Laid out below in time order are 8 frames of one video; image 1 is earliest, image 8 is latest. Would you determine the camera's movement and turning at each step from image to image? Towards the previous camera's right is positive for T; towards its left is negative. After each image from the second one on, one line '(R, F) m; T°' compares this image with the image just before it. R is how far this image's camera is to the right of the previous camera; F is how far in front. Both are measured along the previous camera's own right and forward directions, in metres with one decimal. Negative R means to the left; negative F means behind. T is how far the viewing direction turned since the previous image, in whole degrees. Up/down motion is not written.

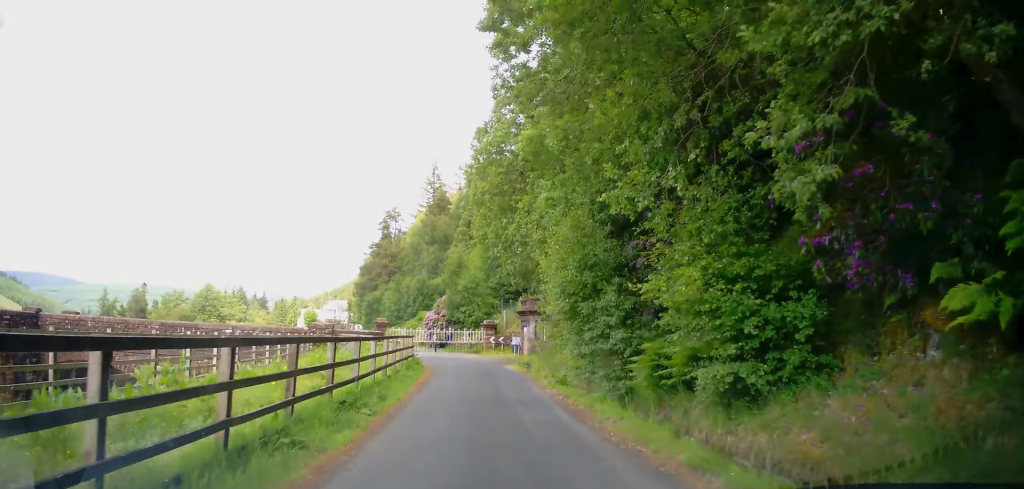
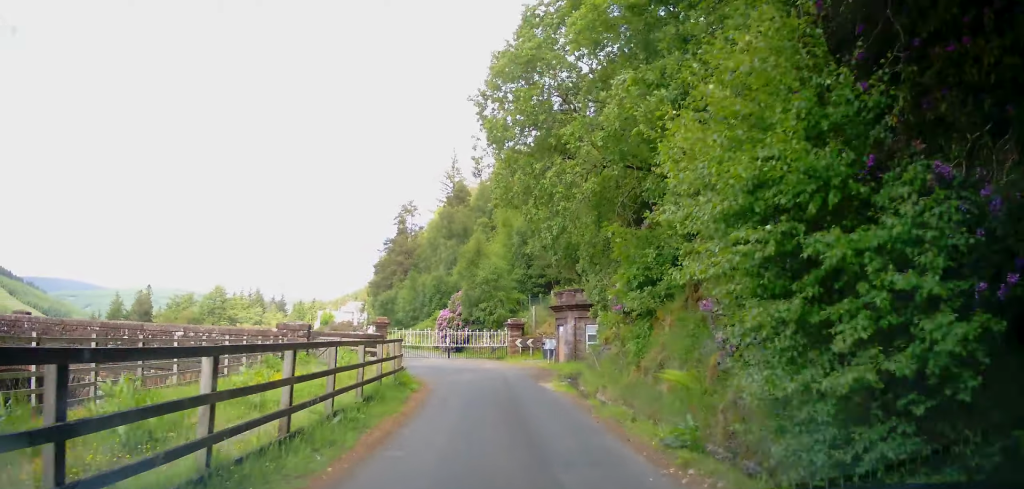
(-0.3, +7.6) m; -5°
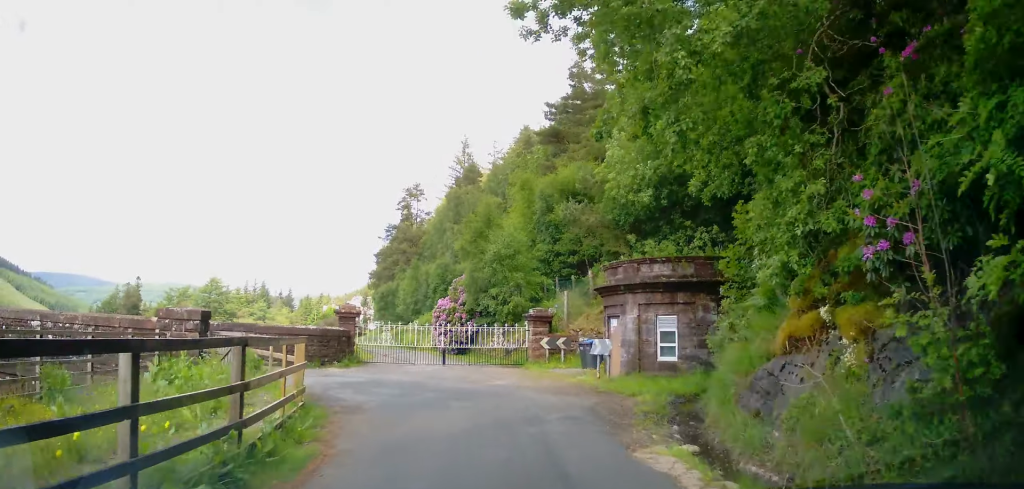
(-0.7, +10.3) m; -7°
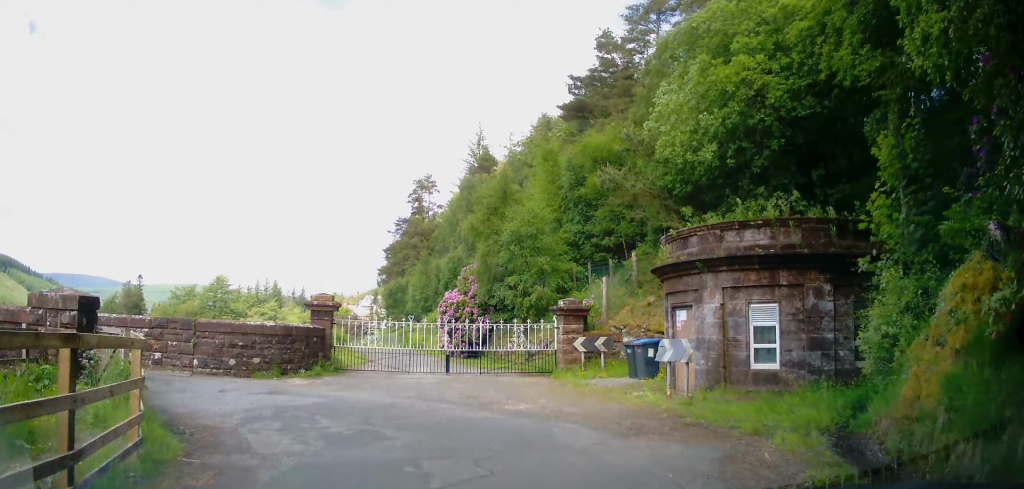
(-0.2, +5.7) m; -8°
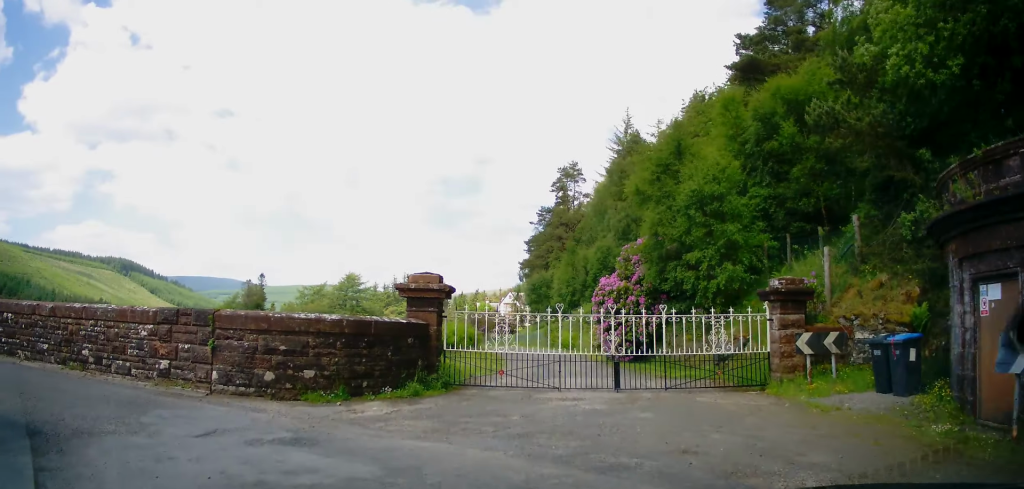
(-1.2, +6.5) m; -21°
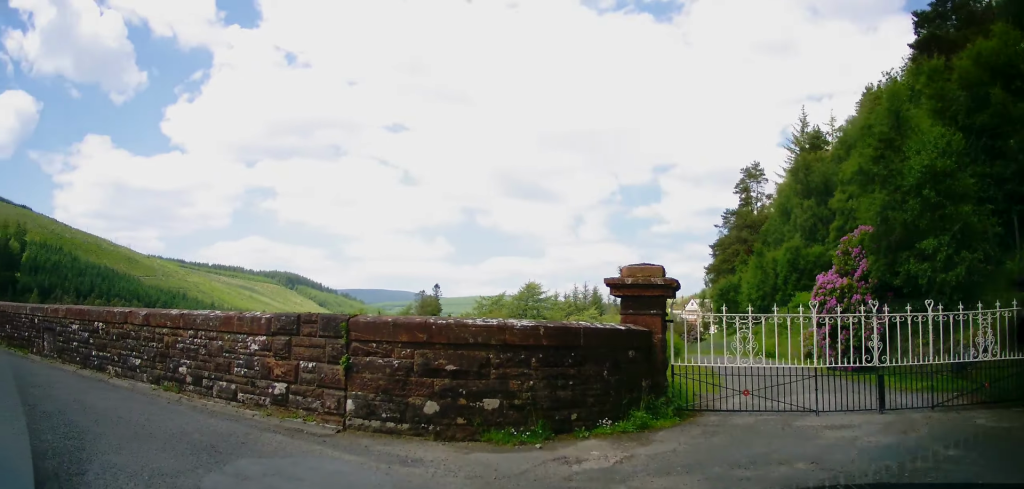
(-0.4, +3.3) m; -18°
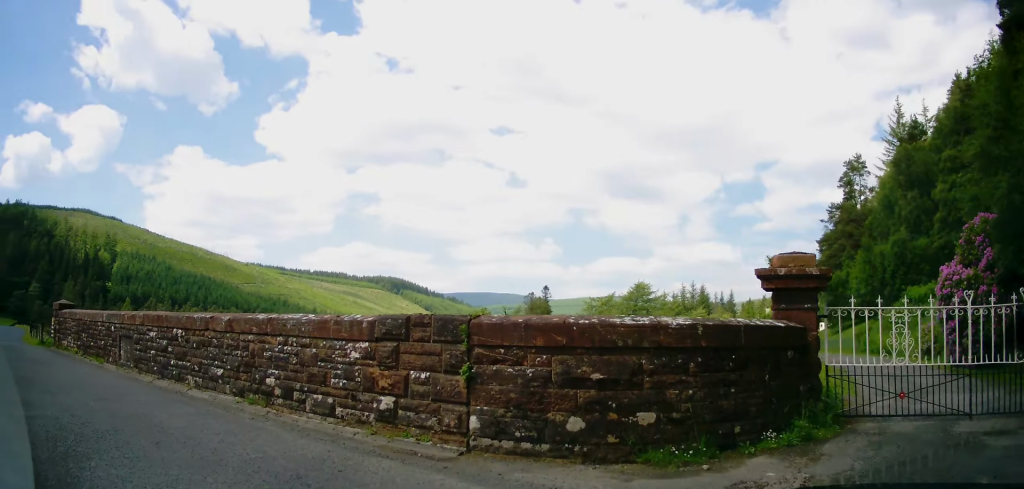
(-0.2, +1.3) m; -8°
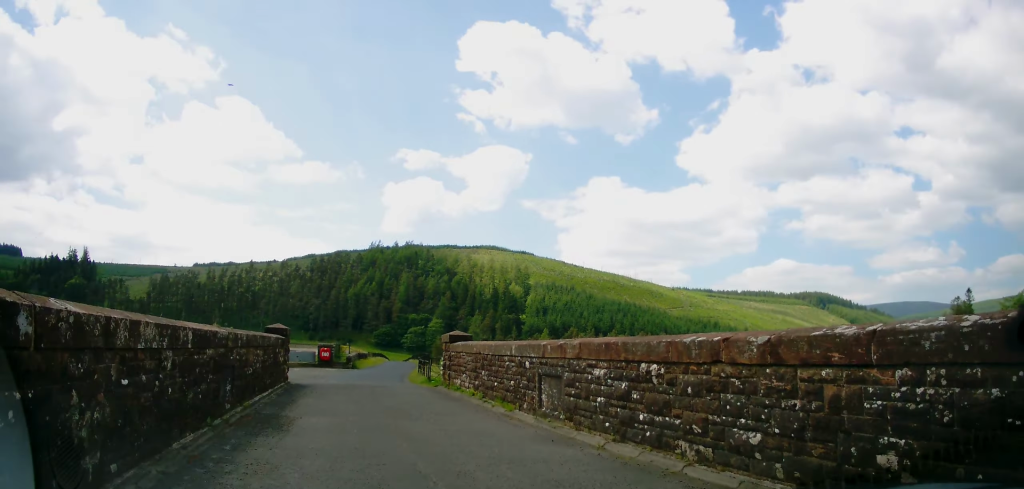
(-1.0, +4.7) m; -29°
